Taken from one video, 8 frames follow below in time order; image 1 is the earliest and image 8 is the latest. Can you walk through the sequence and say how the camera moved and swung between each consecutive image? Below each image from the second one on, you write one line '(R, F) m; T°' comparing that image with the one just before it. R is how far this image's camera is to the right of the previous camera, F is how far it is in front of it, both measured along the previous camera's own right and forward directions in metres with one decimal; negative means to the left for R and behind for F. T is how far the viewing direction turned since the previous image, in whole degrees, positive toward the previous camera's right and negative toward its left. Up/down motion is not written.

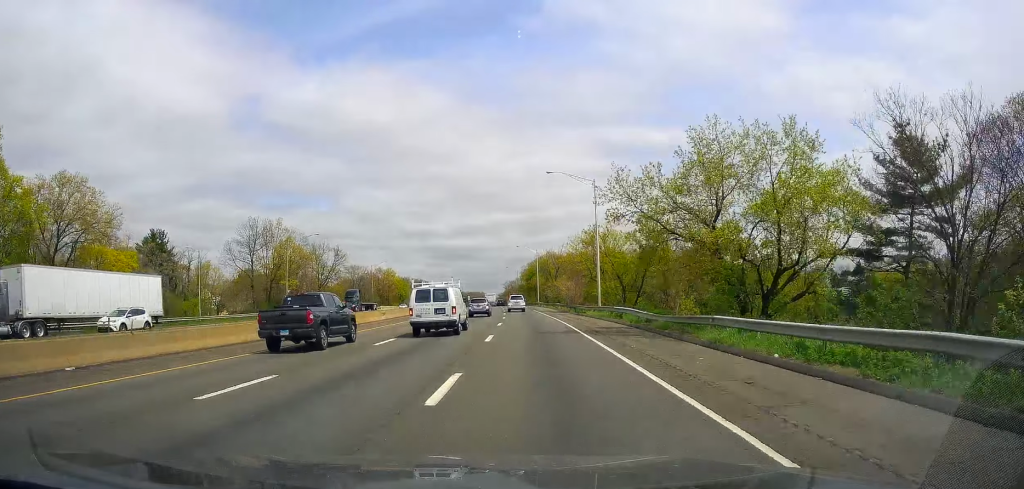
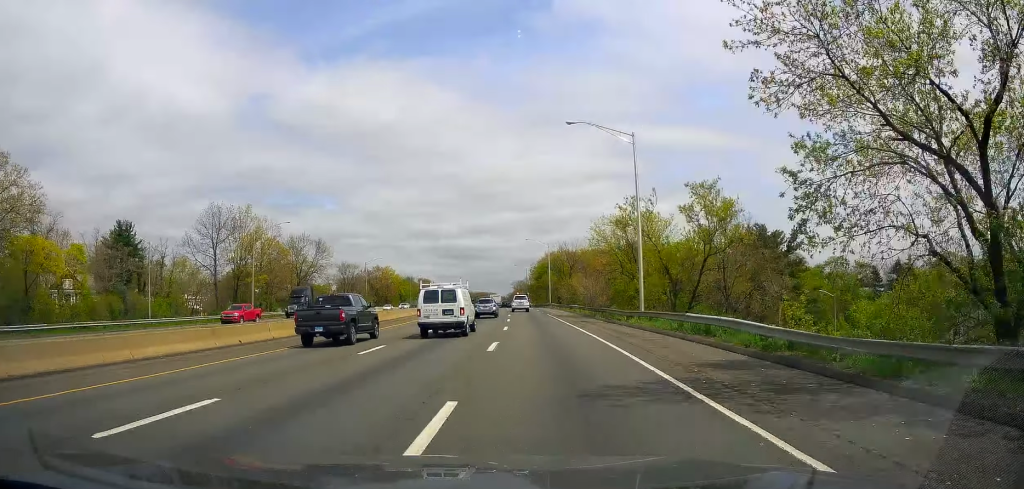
(0.0, +15.6) m; -1°
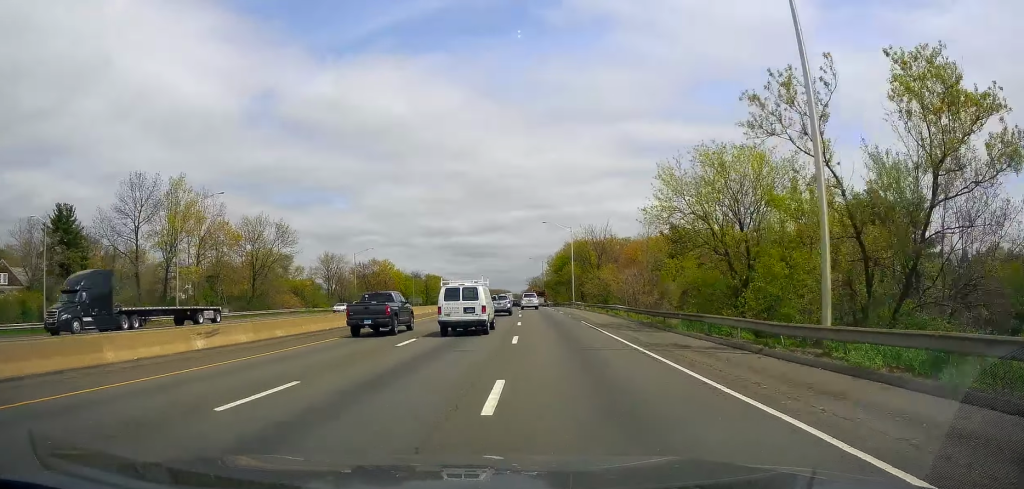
(-0.6, +22.4) m; 0°
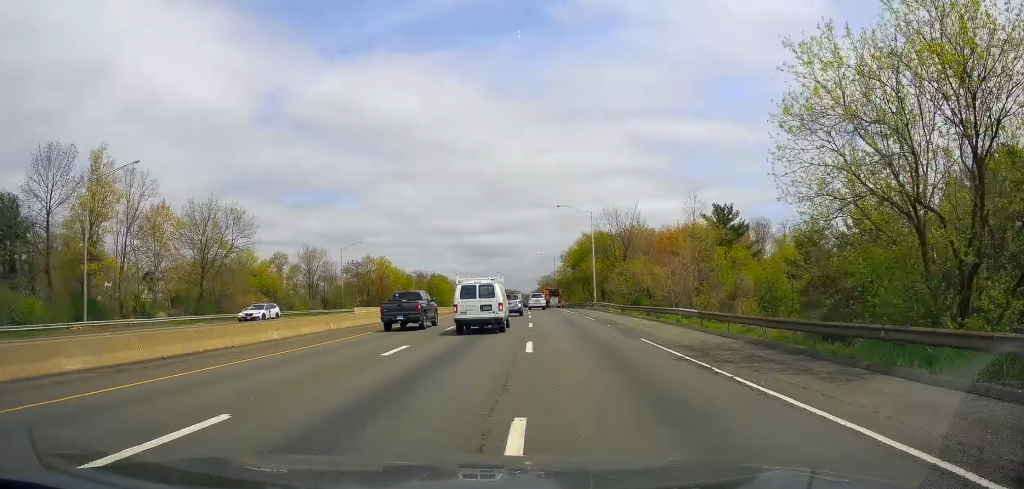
(+0.4, +16.1) m; -1°
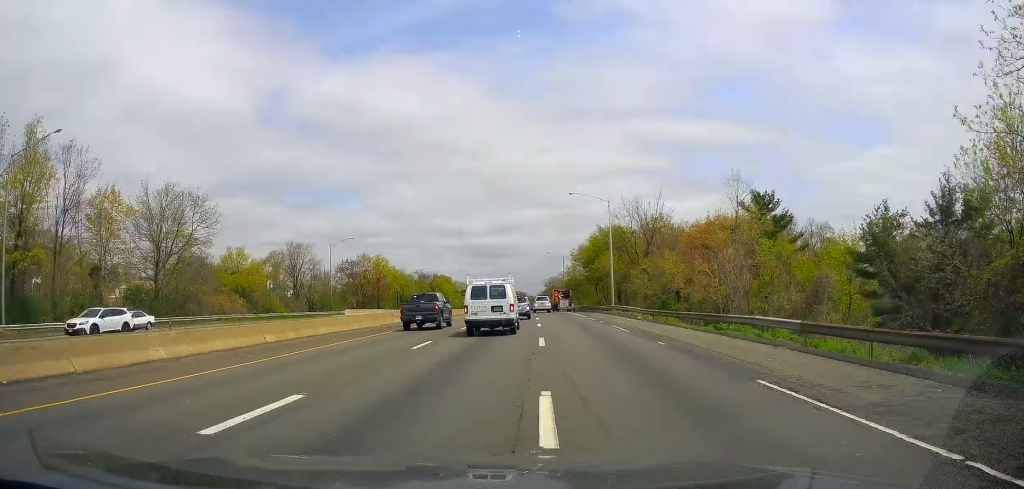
(+0.4, +10.2) m; -1°
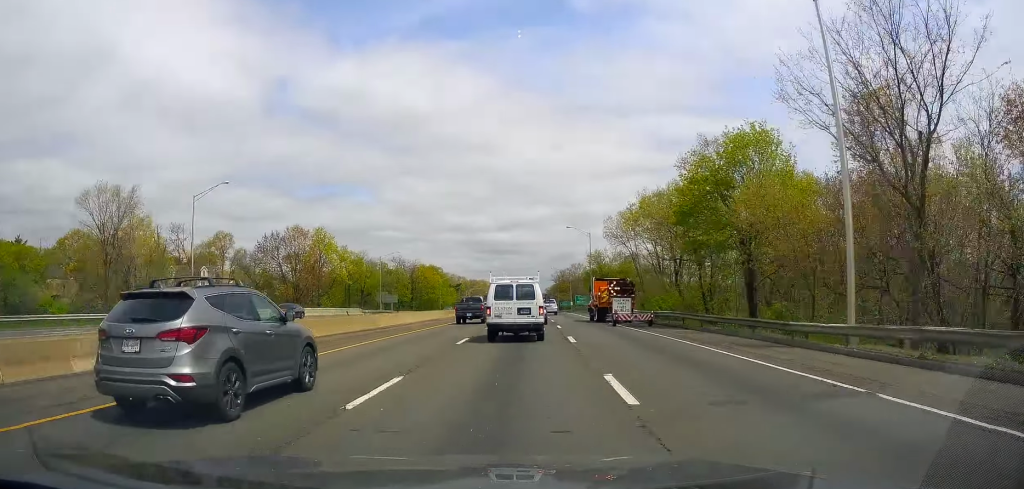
(-1.5, +47.2) m; -2°
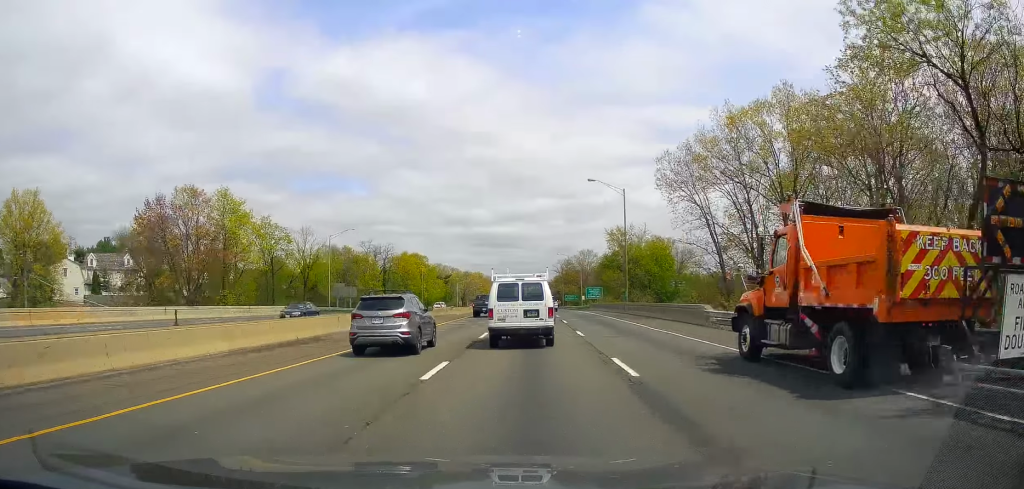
(-0.9, +34.5) m; -1°
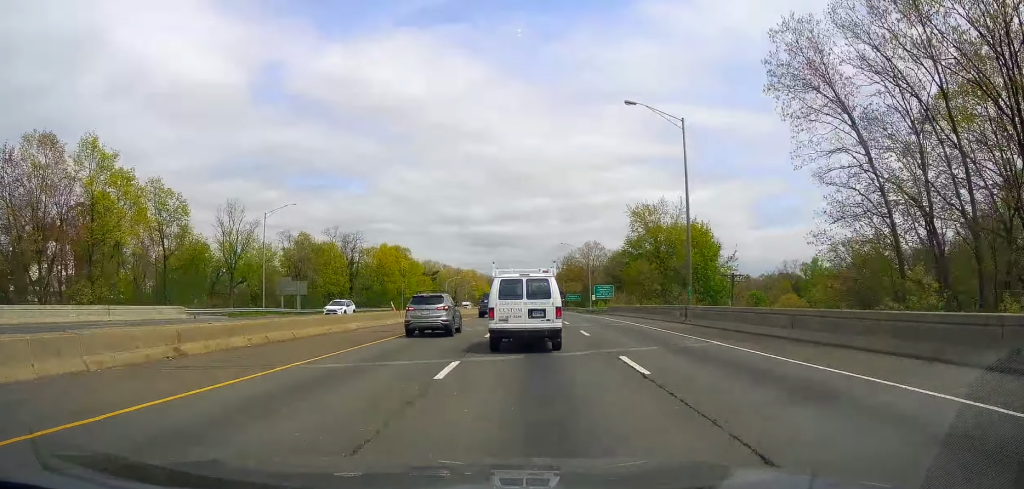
(+0.3, +24.9) m; +1°
